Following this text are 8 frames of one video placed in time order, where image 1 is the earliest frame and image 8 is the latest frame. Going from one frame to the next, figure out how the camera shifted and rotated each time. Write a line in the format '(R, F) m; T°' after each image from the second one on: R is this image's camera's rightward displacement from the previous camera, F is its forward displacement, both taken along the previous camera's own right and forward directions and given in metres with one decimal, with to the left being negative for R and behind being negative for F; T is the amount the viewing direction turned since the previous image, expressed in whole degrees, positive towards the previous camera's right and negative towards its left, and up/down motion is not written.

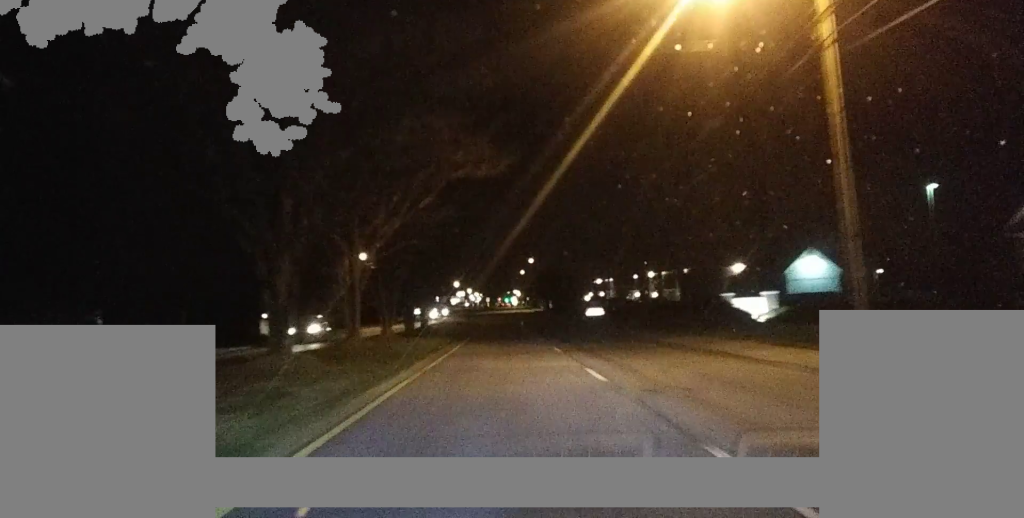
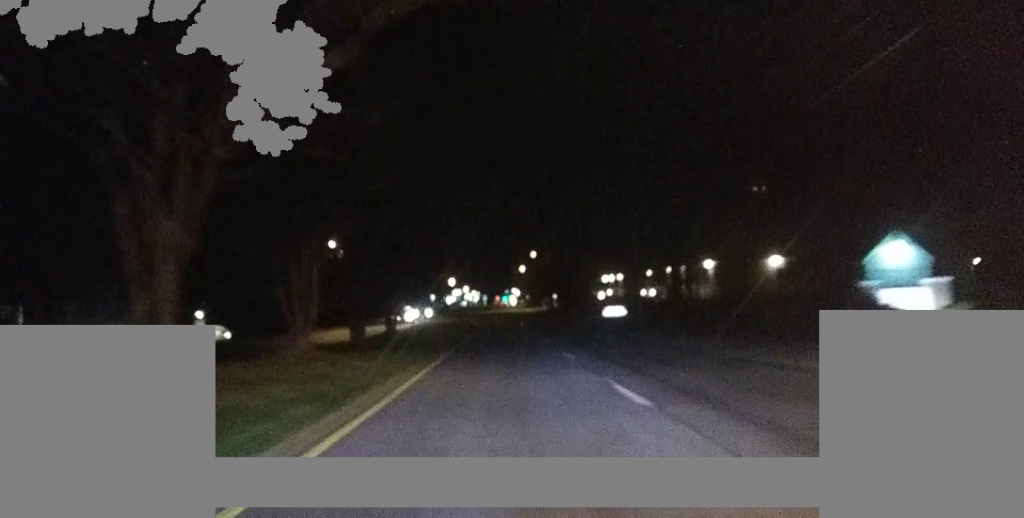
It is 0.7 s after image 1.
(+0.5, +16.5) m; +1°
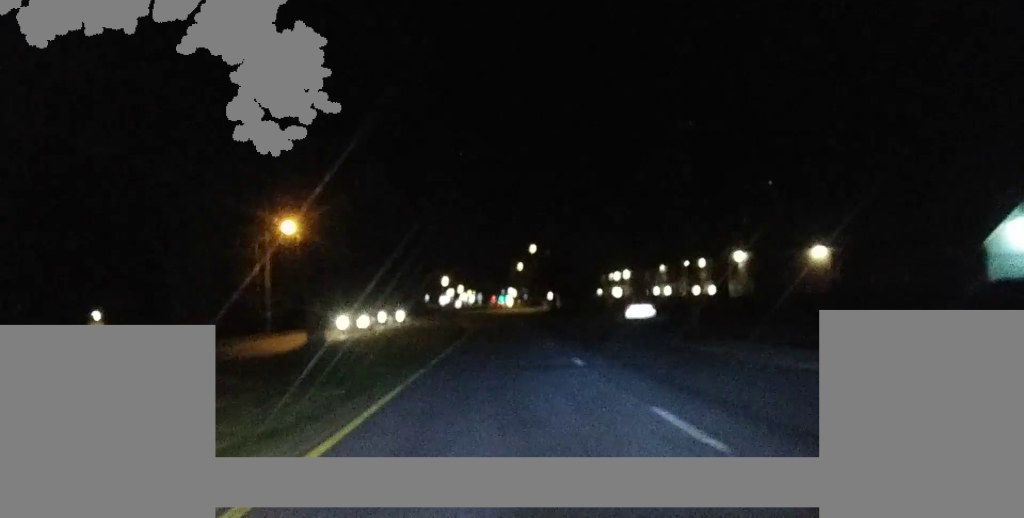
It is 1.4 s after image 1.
(+0.1, +15.9) m; 0°
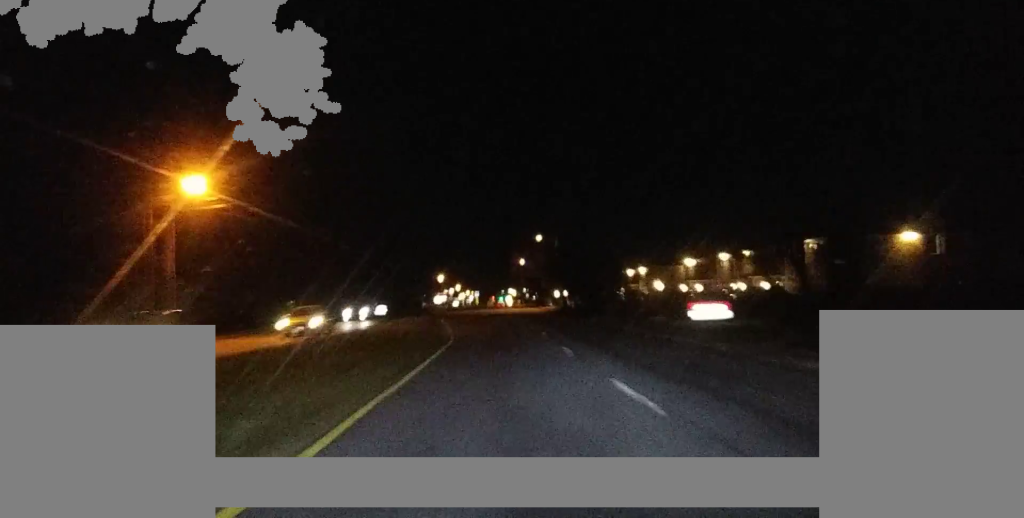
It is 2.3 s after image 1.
(-0.1, +19.9) m; 0°
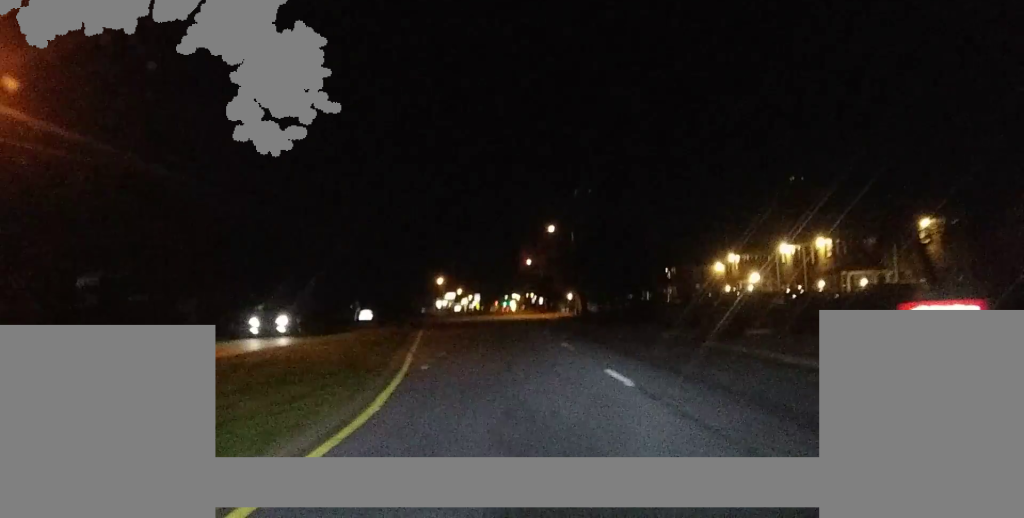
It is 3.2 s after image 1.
(0.0, +21.6) m; 0°
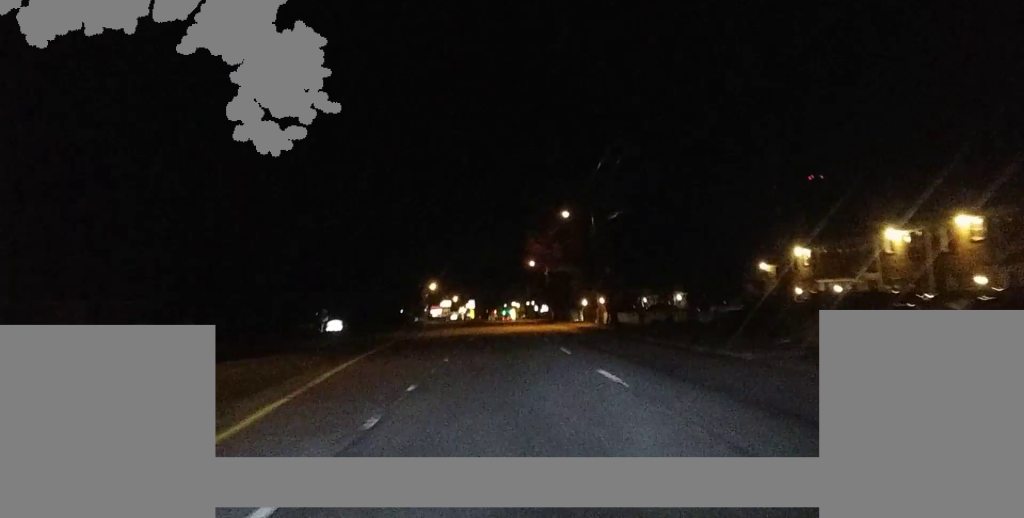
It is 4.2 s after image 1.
(-0.1, +22.6) m; 0°
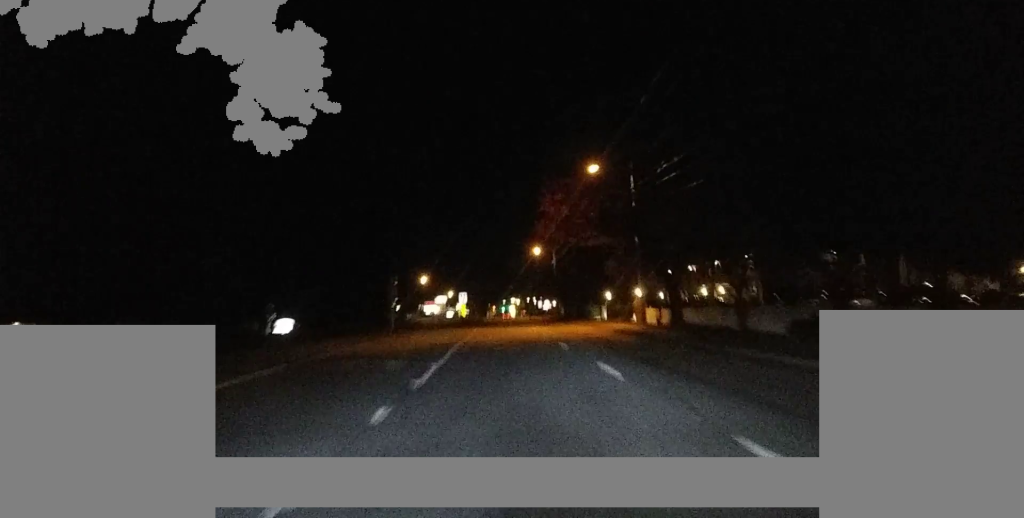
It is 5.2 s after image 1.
(+0.1, +22.7) m; 0°
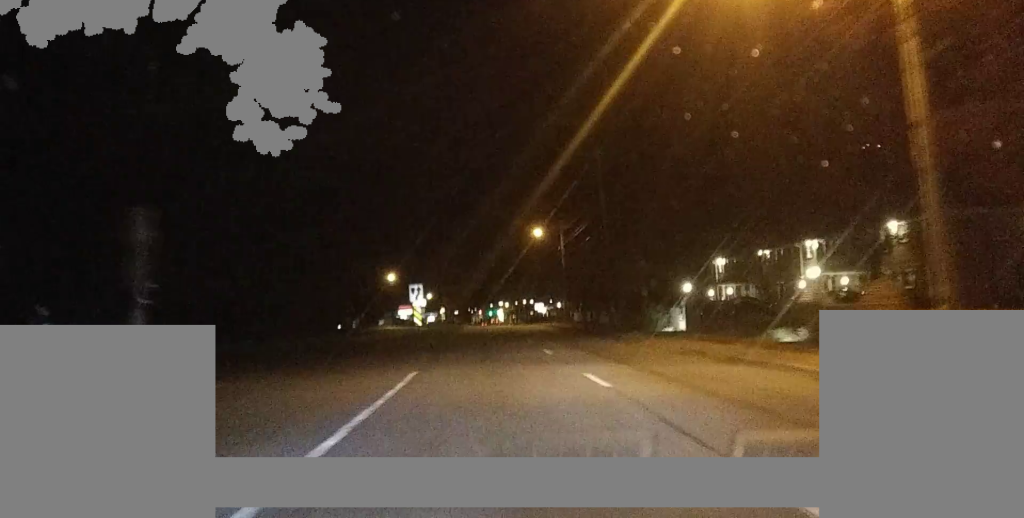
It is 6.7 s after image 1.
(-0.7, +35.1) m; 0°
